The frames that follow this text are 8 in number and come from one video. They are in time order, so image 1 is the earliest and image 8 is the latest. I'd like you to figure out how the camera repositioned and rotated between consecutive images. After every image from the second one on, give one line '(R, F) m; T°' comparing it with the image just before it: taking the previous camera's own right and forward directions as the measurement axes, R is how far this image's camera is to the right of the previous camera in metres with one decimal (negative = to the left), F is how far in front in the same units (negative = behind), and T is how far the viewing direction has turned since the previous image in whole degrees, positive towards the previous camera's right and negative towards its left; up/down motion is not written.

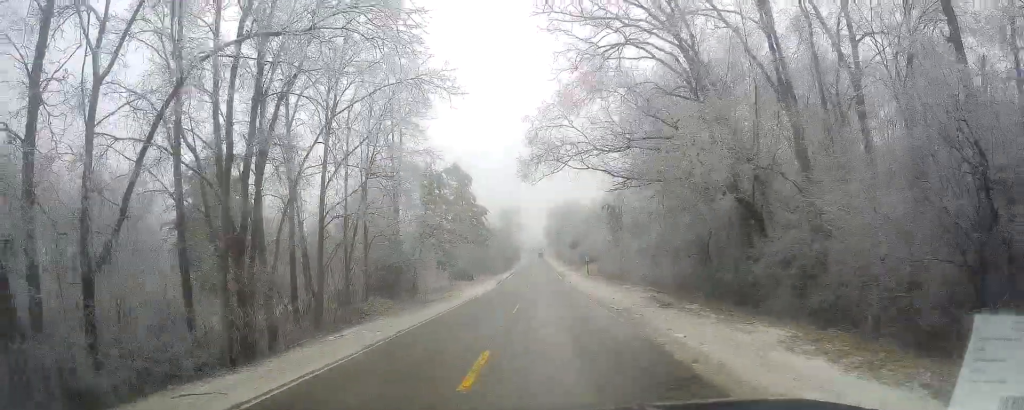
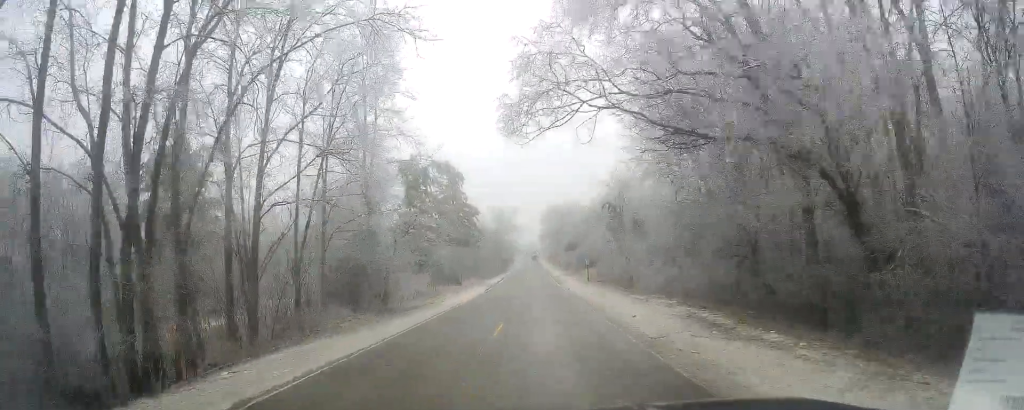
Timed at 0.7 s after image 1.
(0.0, +7.3) m; 0°
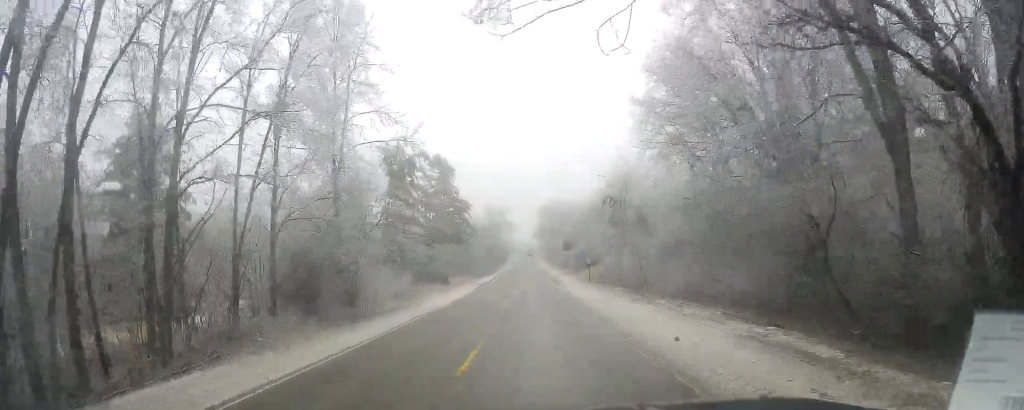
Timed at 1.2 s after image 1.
(0.0, +6.2) m; 0°
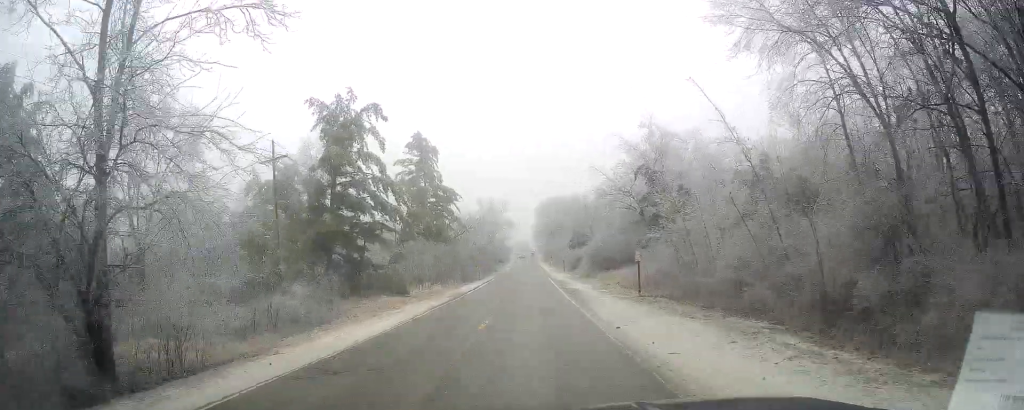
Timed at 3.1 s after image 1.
(0.0, +21.3) m; 0°
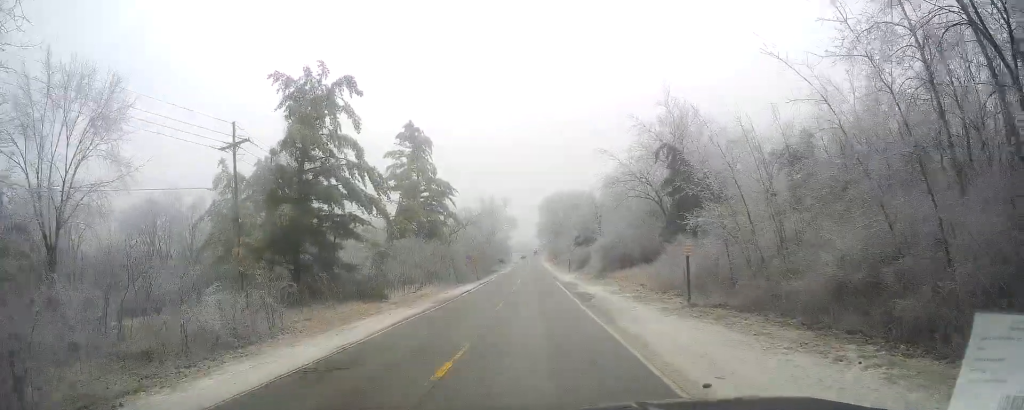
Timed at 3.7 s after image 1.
(0.0, +7.1) m; 0°
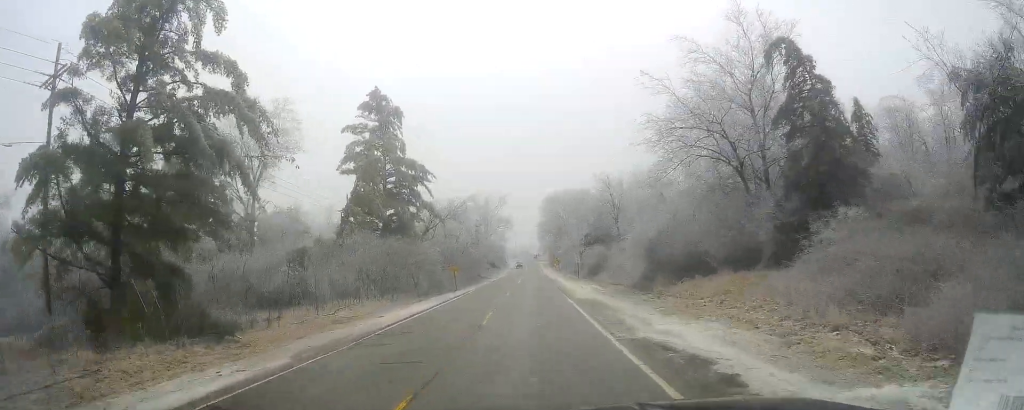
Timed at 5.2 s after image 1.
(0.0, +19.4) m; 0°
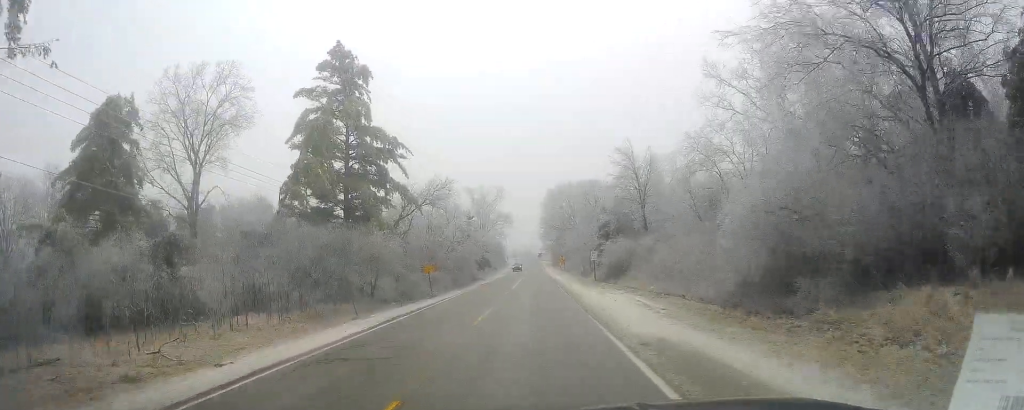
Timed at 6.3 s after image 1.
(0.0, +15.2) m; 0°
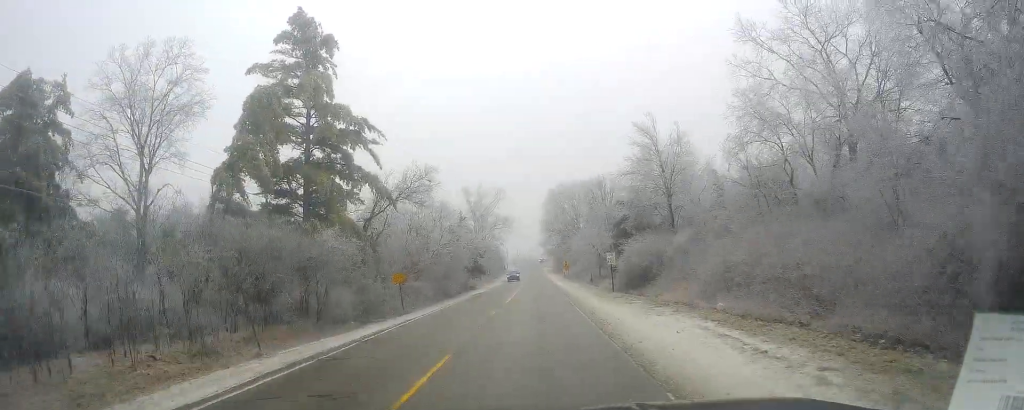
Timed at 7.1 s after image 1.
(0.0, +10.8) m; 0°
